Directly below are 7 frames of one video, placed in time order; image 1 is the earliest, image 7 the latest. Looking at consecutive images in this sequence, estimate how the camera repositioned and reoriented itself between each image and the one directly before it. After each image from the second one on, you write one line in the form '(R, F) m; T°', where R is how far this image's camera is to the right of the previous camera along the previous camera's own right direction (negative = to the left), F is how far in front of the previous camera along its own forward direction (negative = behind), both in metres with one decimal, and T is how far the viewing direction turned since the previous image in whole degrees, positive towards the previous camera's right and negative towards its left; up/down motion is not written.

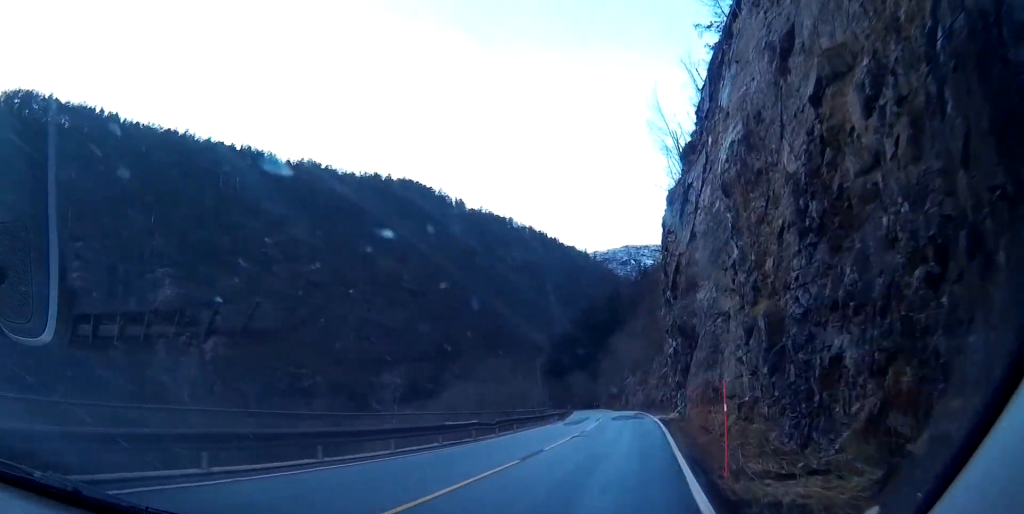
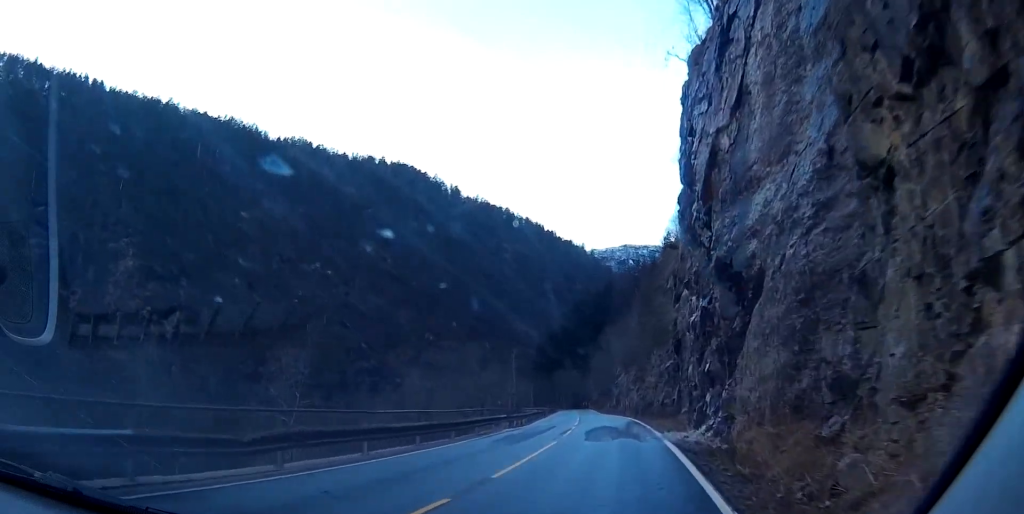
(0.0, +19.1) m; -1°
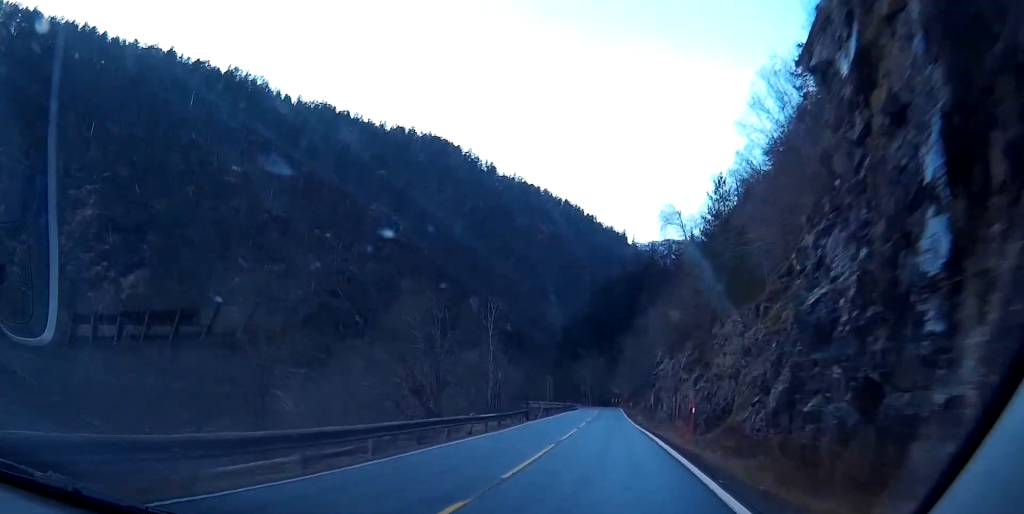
(-0.5, +36.6) m; -1°
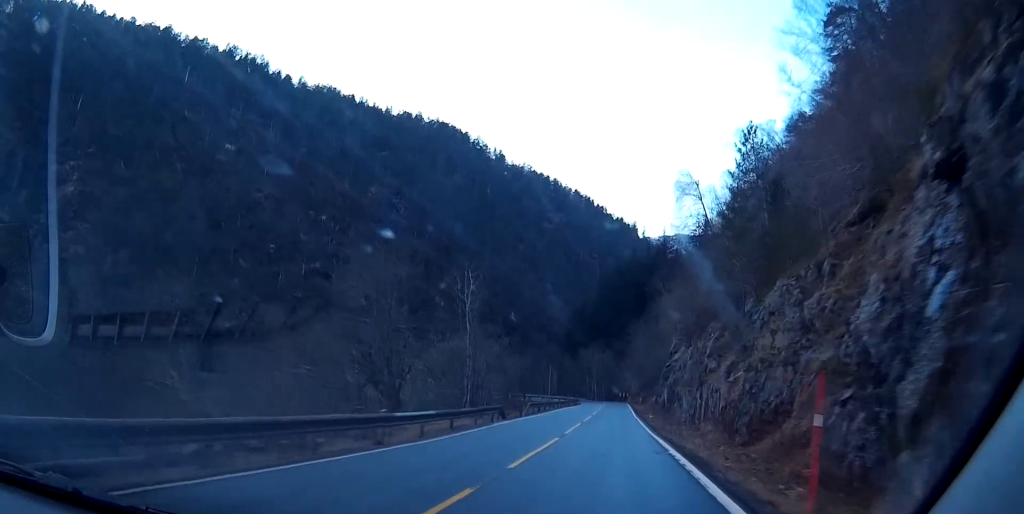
(0.0, +11.3) m; -1°
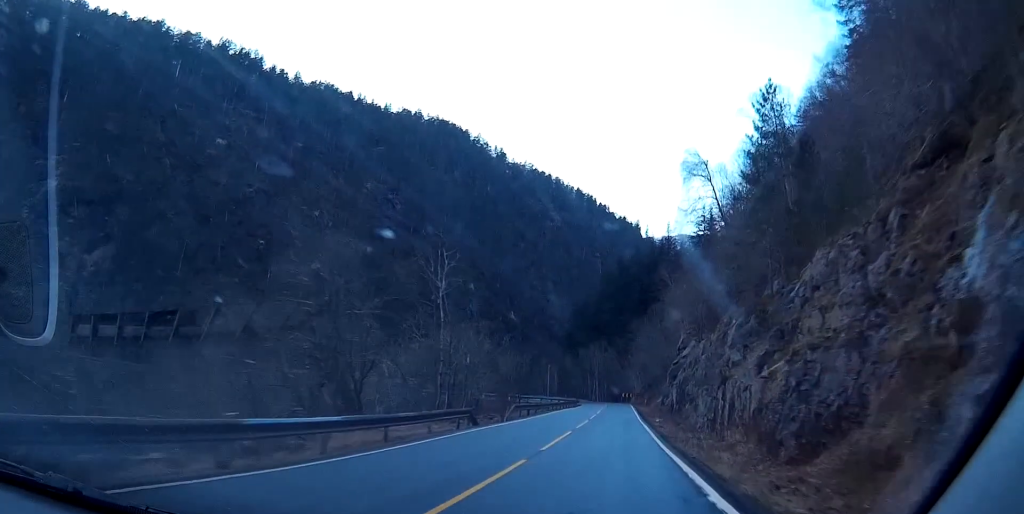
(-0.1, +7.3) m; 0°
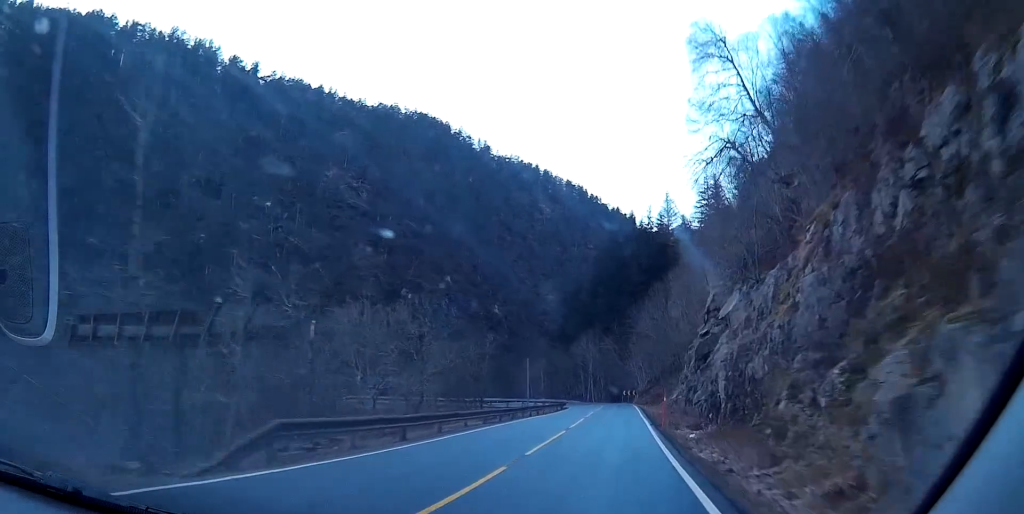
(-0.3, +25.9) m; -2°
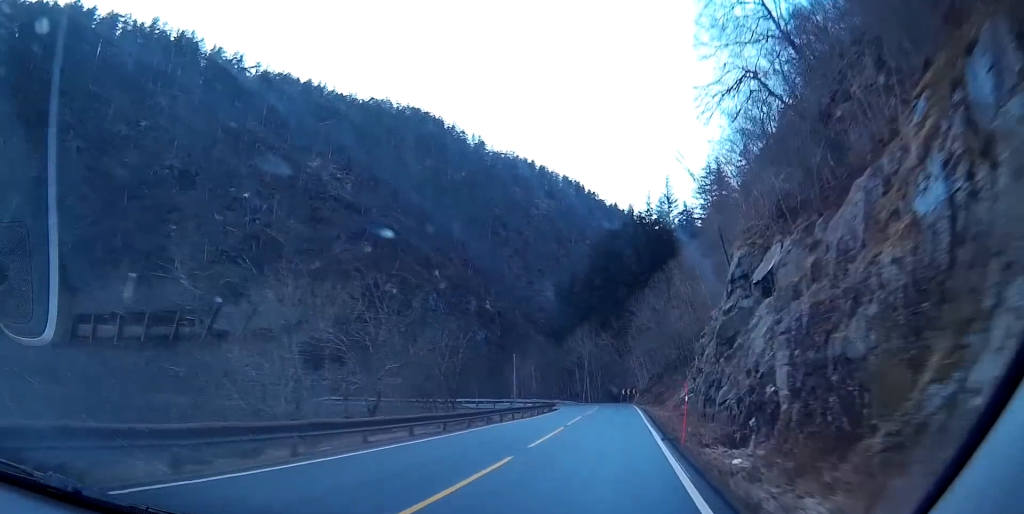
(-0.1, +10.8) m; -1°
